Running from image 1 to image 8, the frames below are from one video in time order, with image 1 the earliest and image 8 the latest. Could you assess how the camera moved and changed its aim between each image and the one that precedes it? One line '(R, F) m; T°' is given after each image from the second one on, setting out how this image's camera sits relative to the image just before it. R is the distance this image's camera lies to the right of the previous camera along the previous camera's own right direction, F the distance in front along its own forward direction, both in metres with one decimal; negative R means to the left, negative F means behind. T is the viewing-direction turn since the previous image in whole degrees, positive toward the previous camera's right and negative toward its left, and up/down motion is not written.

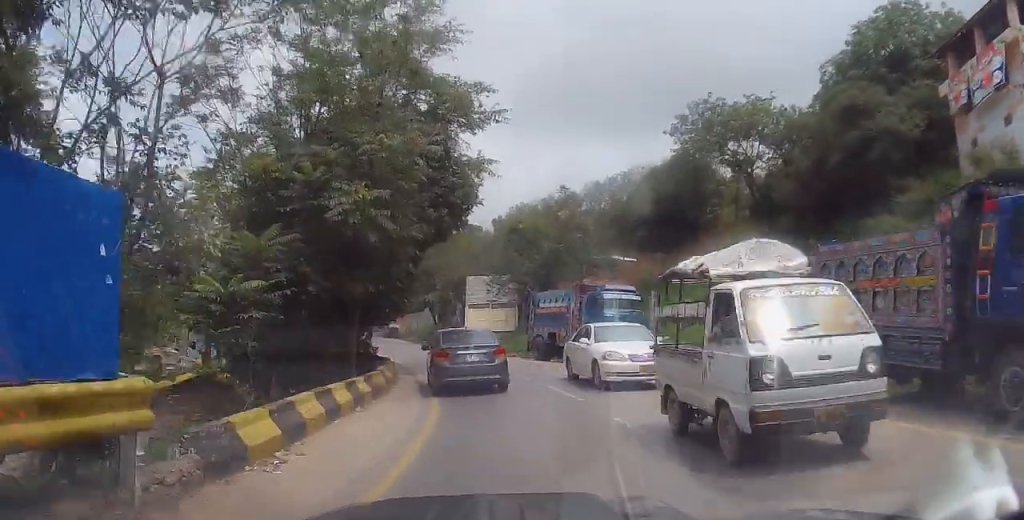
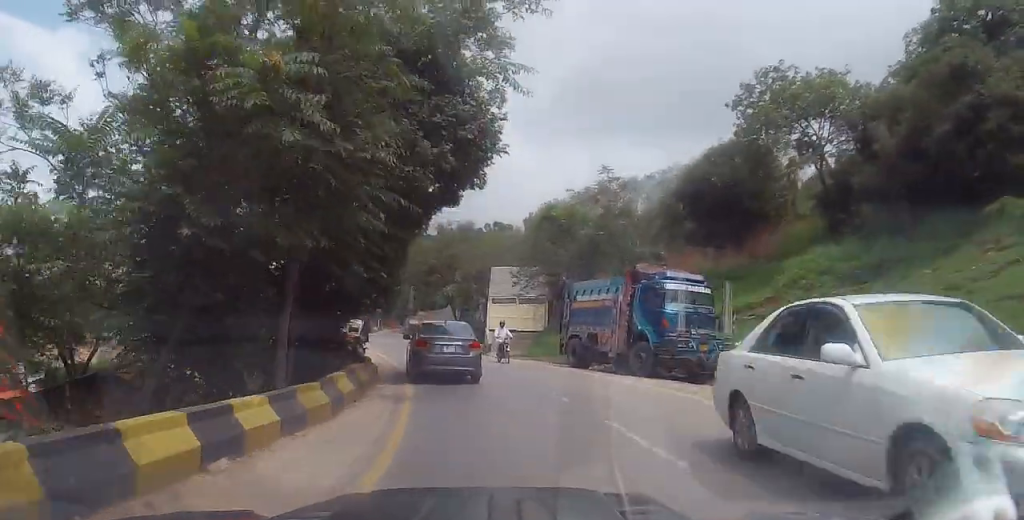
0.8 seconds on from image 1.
(-0.1, +5.9) m; +2°
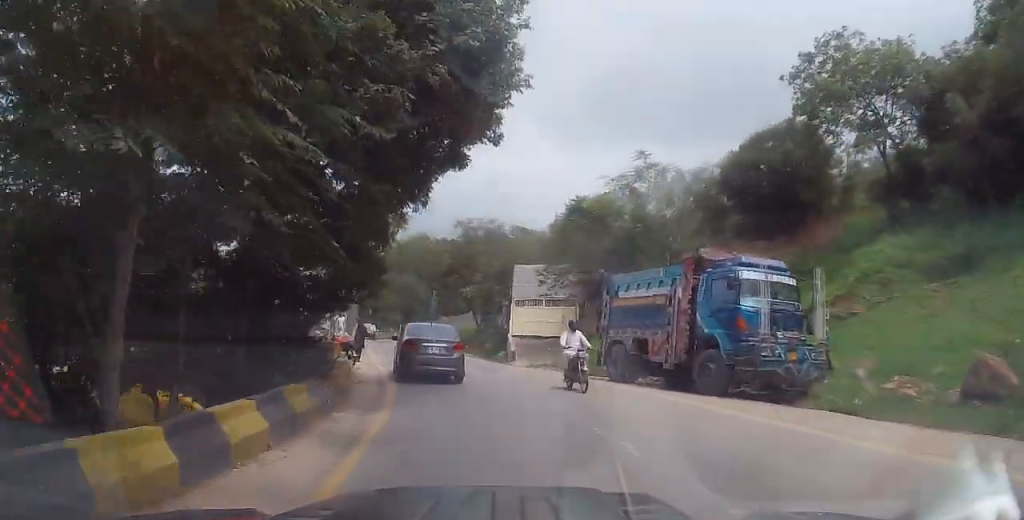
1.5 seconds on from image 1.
(+0.2, +4.7) m; +2°
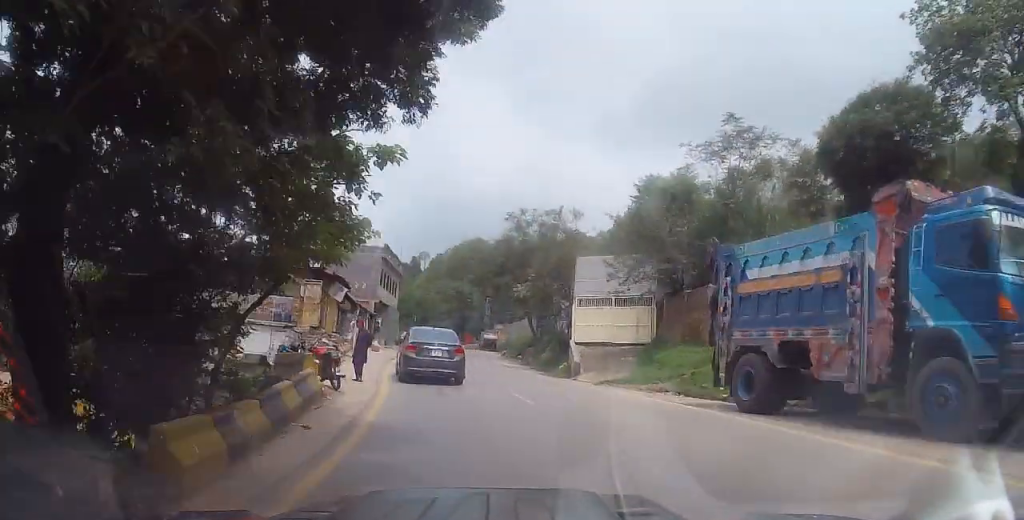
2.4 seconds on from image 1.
(+0.2, +6.8) m; -6°
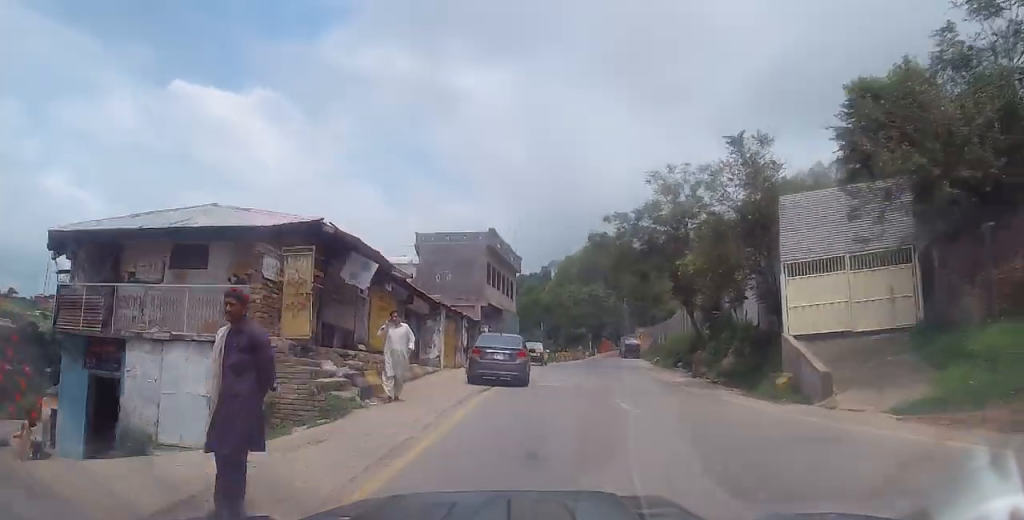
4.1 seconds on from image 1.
(-2.0, +12.1) m; -12°
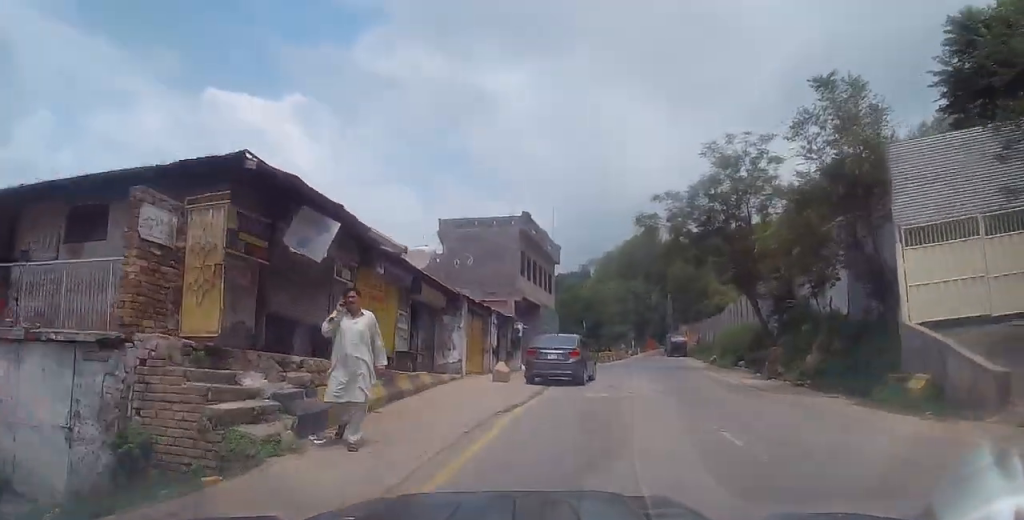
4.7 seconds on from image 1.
(0.0, +4.6) m; -2°
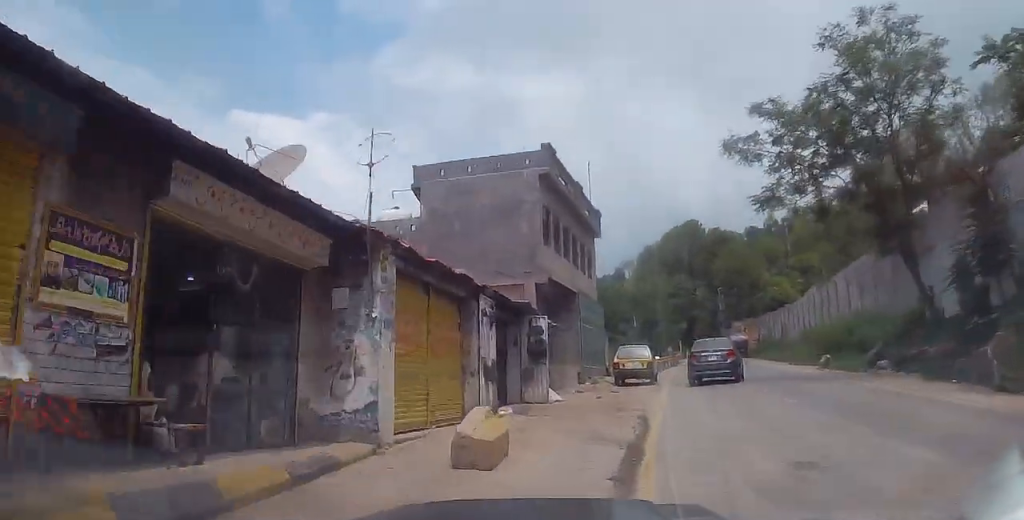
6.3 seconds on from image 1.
(-0.4, +11.8) m; +2°
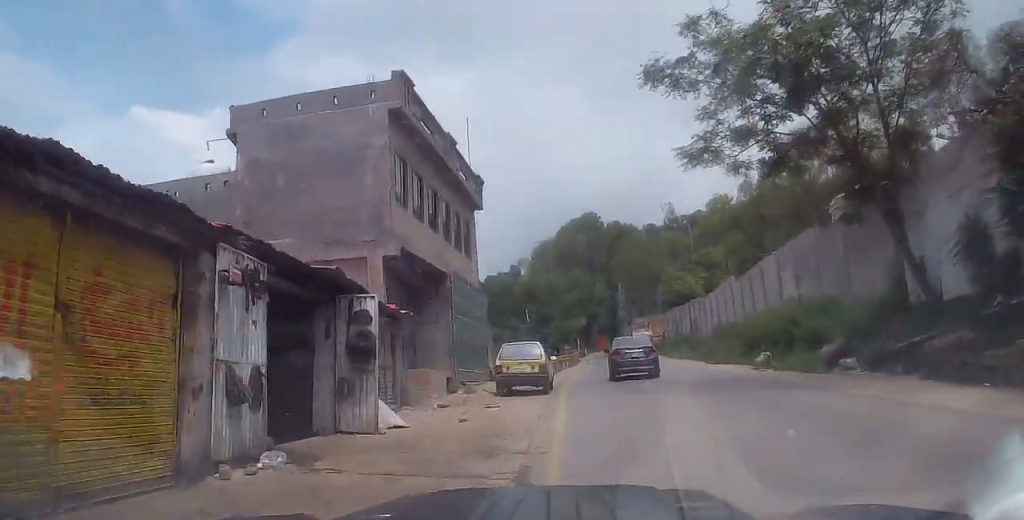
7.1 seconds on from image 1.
(+0.4, +5.6) m; +6°
